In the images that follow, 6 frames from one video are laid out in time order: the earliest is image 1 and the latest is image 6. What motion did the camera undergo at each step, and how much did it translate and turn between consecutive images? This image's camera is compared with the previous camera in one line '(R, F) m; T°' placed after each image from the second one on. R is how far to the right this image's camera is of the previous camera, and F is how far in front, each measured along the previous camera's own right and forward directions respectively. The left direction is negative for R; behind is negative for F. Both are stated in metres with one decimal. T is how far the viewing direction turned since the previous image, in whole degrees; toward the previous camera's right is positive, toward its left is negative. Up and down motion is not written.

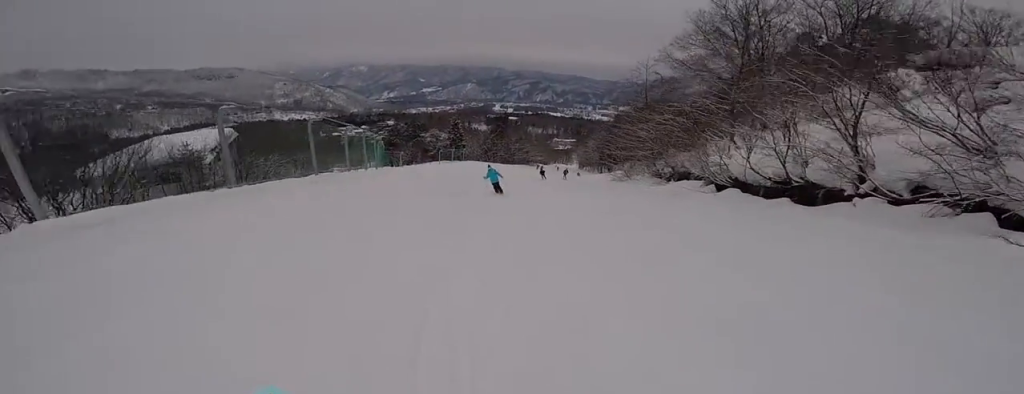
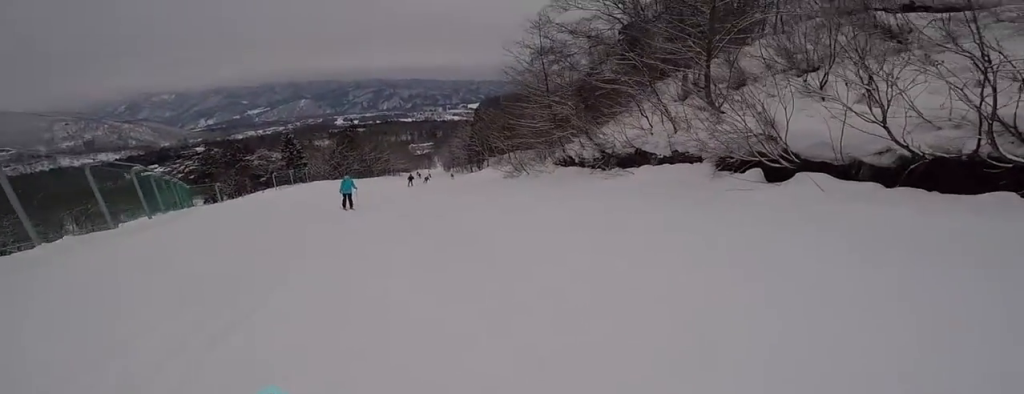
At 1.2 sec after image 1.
(+0.8, +8.9) m; +7°
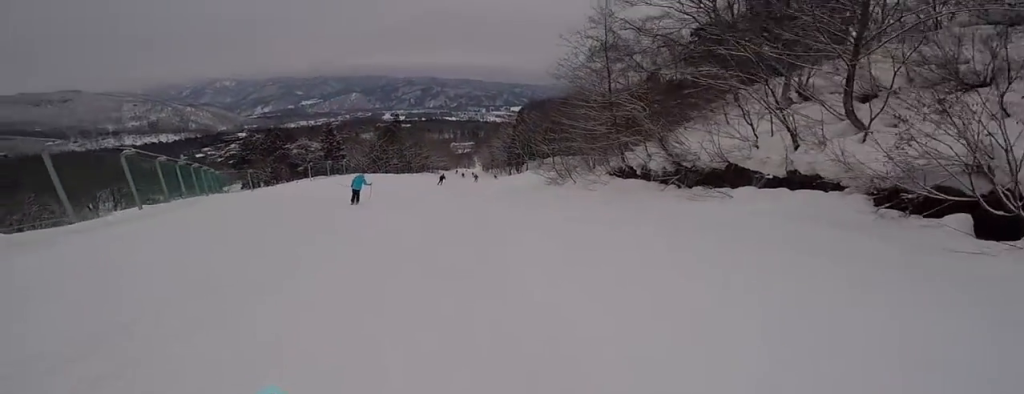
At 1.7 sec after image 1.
(+0.7, +3.7) m; 0°
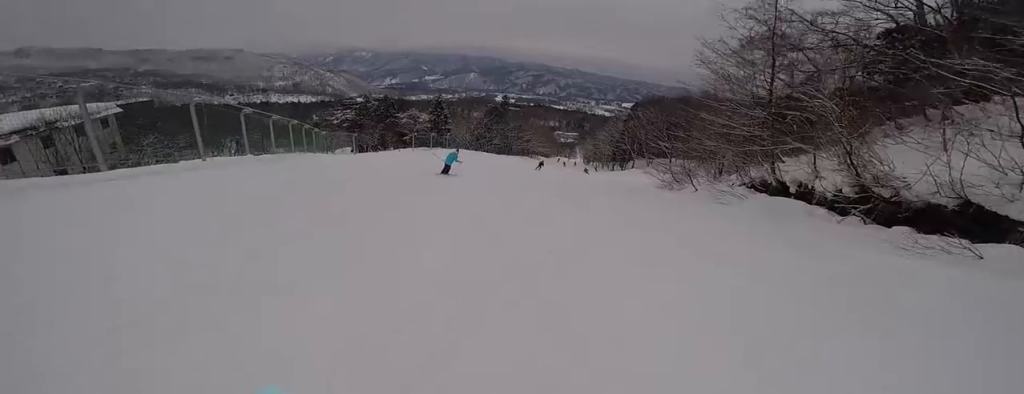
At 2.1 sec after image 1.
(-0.5, +3.5) m; 0°
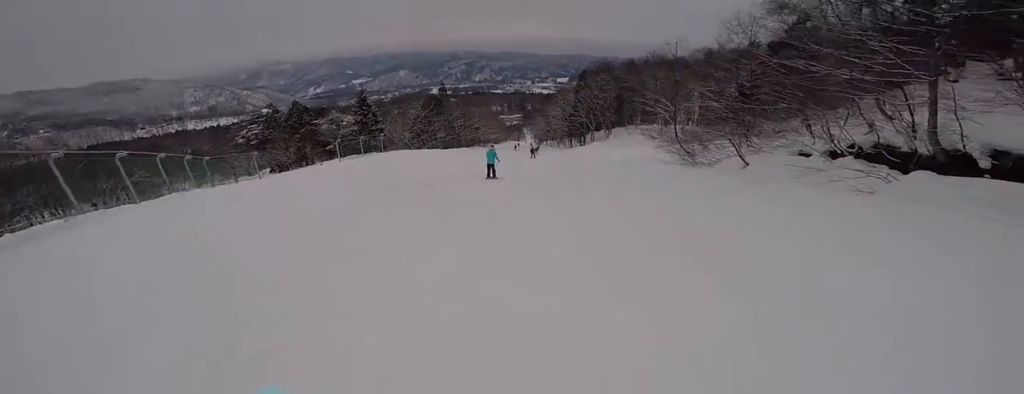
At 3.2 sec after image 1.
(0.0, +8.8) m; +6°
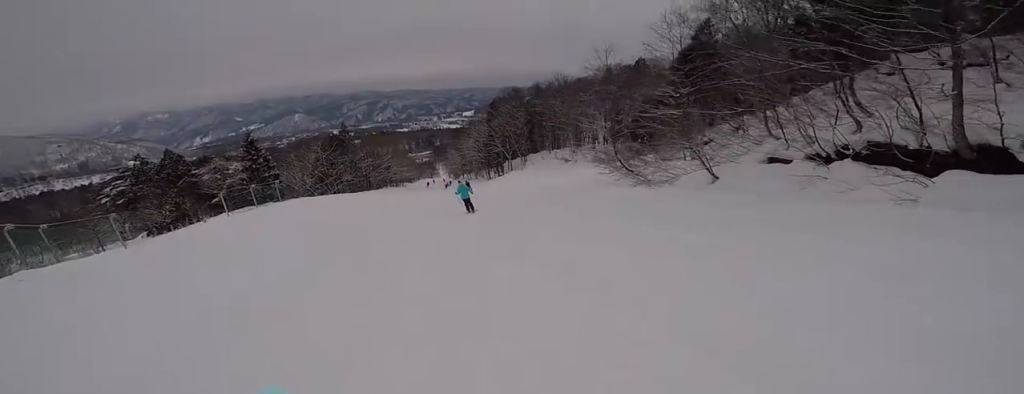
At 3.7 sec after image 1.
(+0.3, +4.0) m; +5°
